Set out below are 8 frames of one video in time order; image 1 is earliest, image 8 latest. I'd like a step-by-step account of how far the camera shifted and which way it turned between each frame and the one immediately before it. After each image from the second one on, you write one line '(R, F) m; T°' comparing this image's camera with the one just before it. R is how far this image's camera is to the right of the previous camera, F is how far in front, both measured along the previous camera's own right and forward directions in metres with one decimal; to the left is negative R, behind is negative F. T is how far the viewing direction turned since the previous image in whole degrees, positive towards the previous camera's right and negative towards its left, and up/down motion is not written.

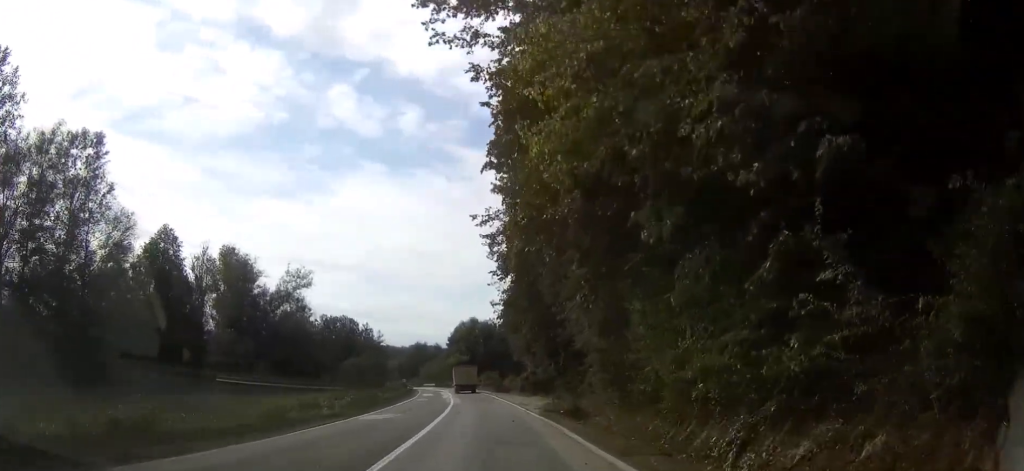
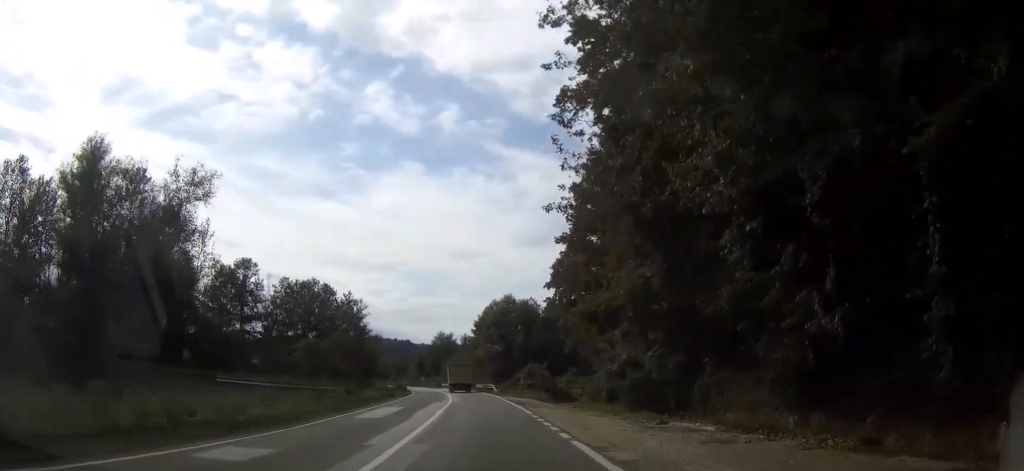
(-0.9, +42.2) m; -2°
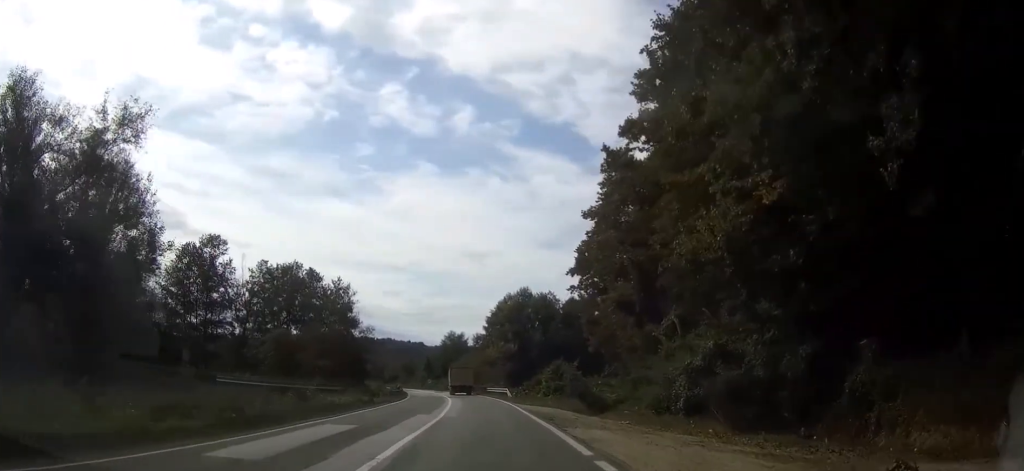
(-0.2, +13.1) m; -1°
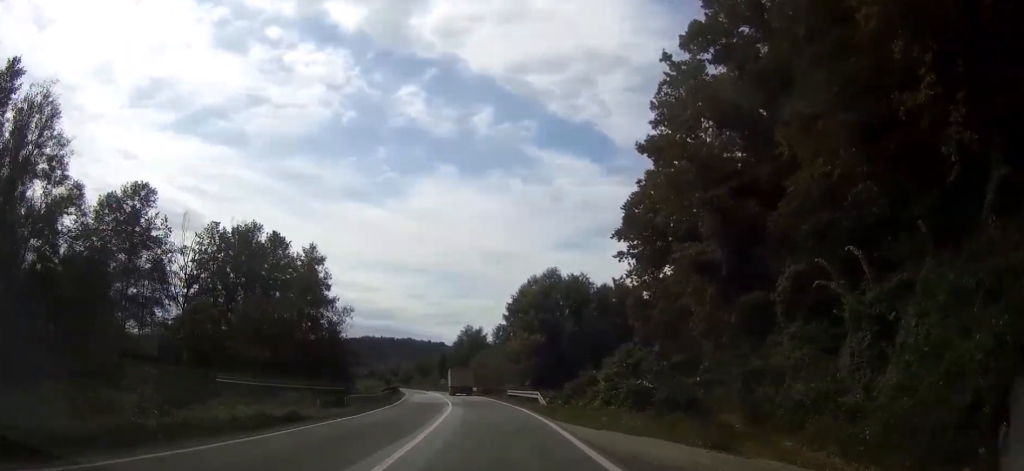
(-0.3, +18.4) m; -2°
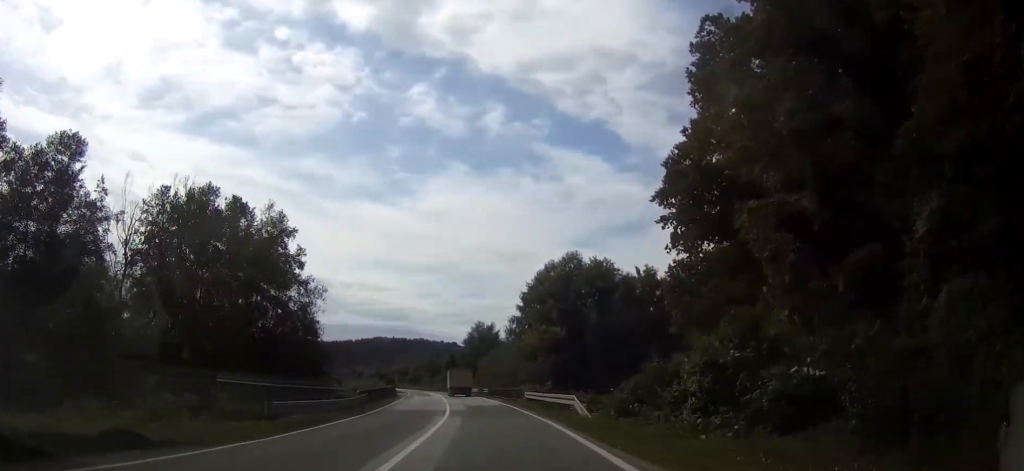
(-0.2, +11.3) m; -1°
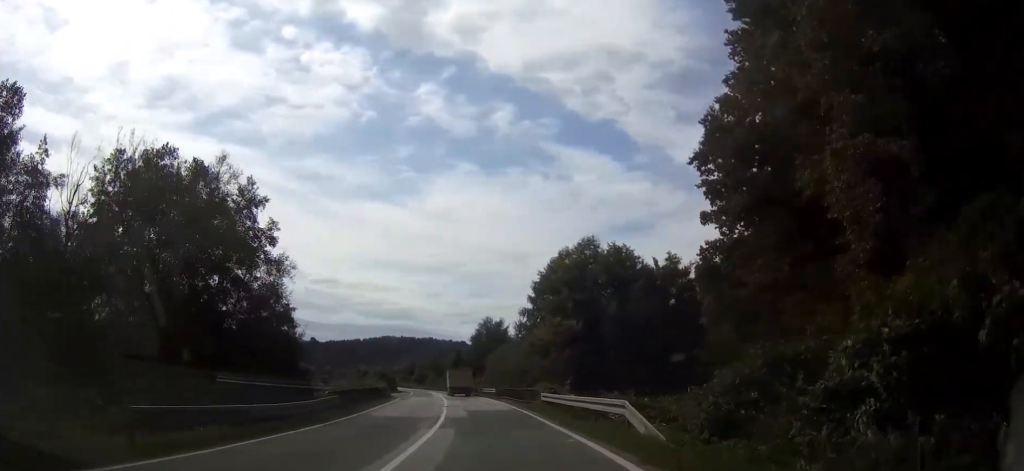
(0.0, +7.7) m; -1°
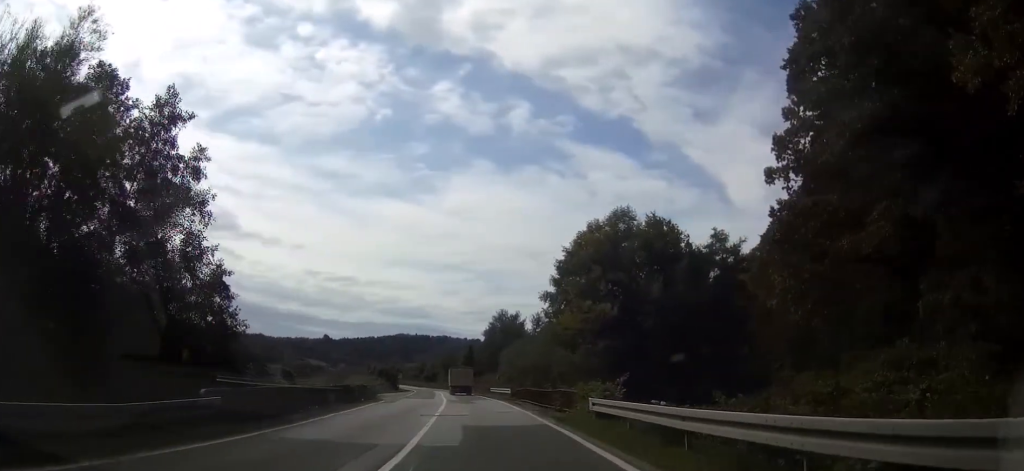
(-0.1, +12.4) m; -1°
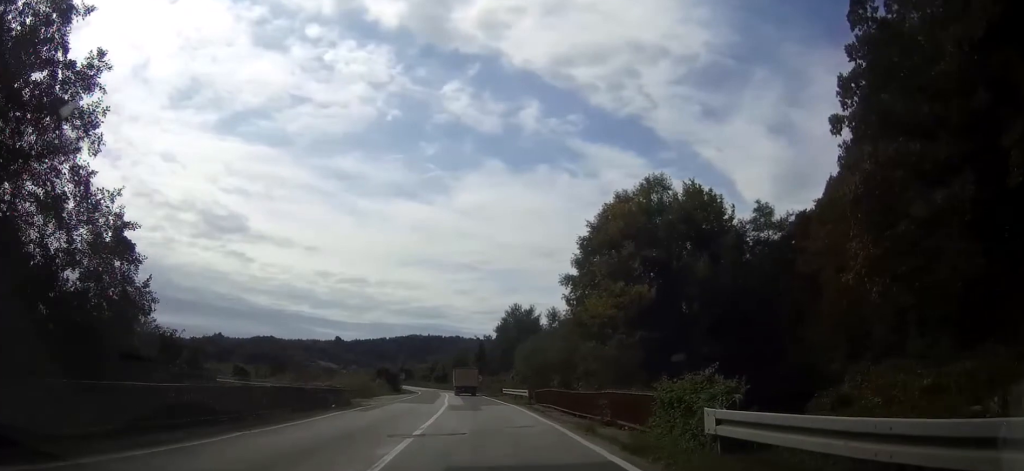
(0.0, +9.4) m; -1°
